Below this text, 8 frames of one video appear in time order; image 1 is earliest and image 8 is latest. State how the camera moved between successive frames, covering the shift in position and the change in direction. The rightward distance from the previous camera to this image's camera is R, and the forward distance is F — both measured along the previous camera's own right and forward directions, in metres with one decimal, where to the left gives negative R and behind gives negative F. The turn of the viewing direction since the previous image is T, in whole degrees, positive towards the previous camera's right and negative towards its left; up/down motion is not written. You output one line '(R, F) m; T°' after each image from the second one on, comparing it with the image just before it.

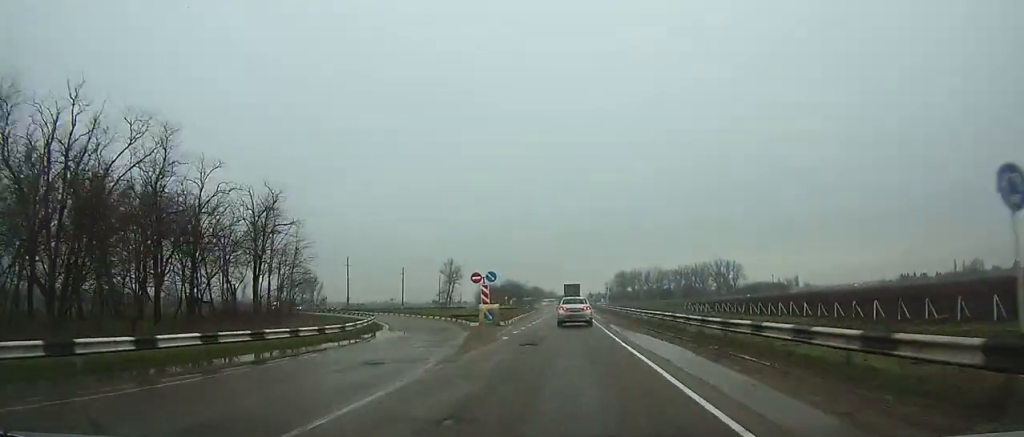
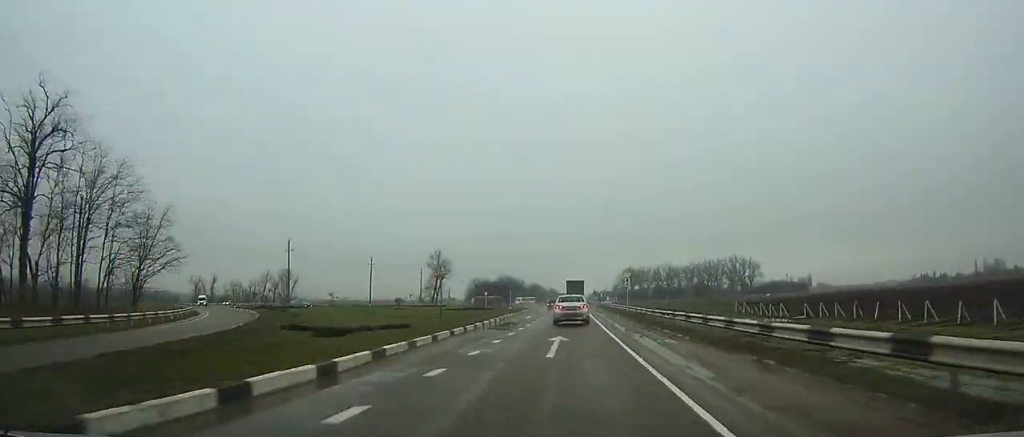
(-0.2, +33.8) m; 0°
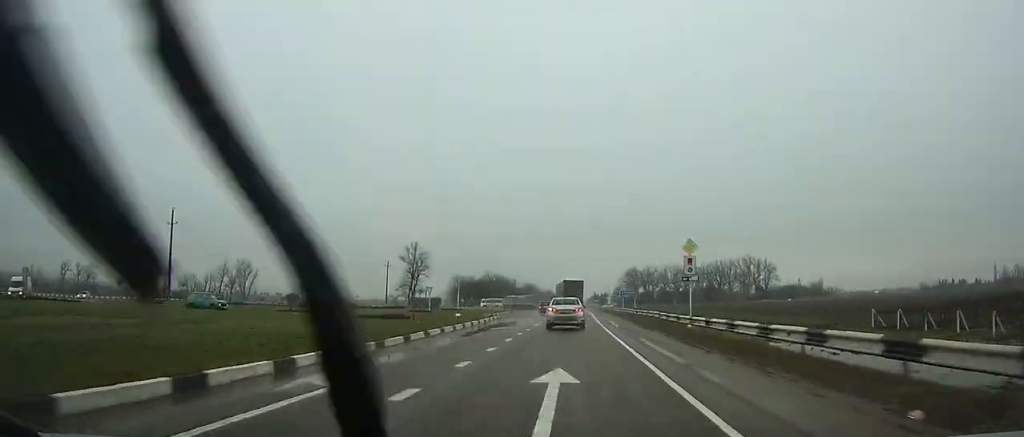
(0.0, +34.7) m; 0°
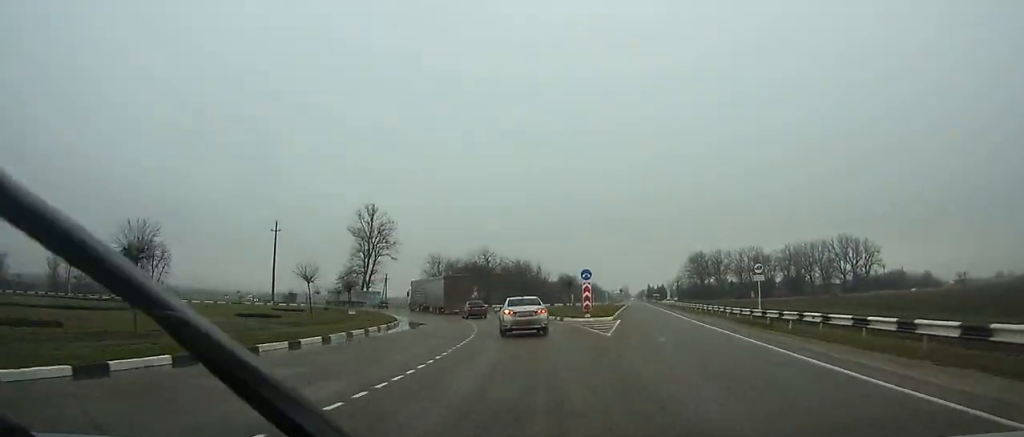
(-2.4, +86.7) m; -8°
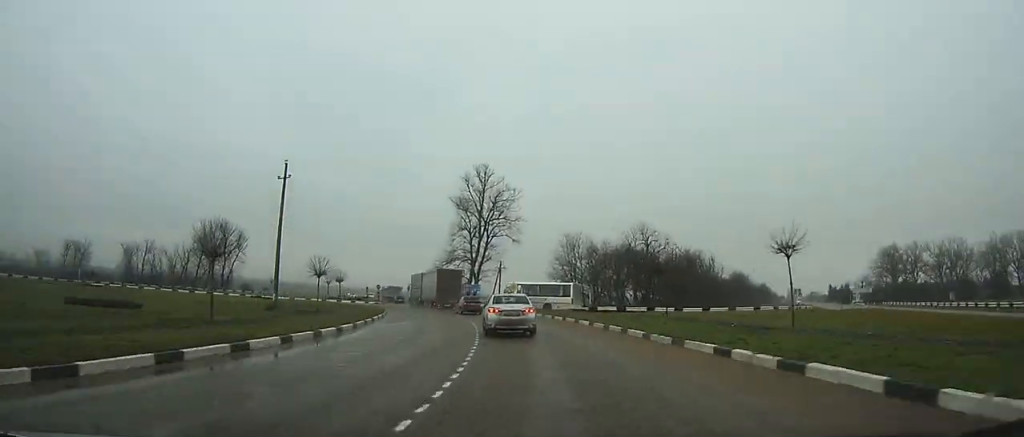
(-5.5, +43.0) m; -16°
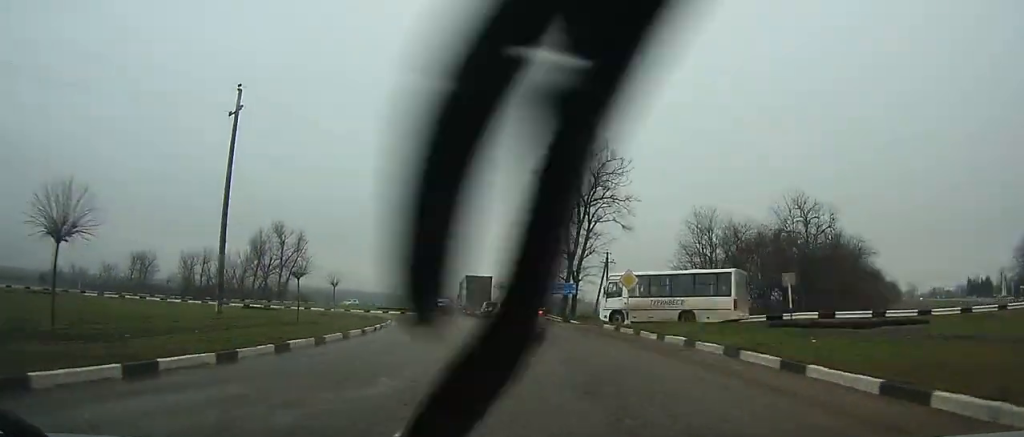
(-2.6, +26.3) m; -10°
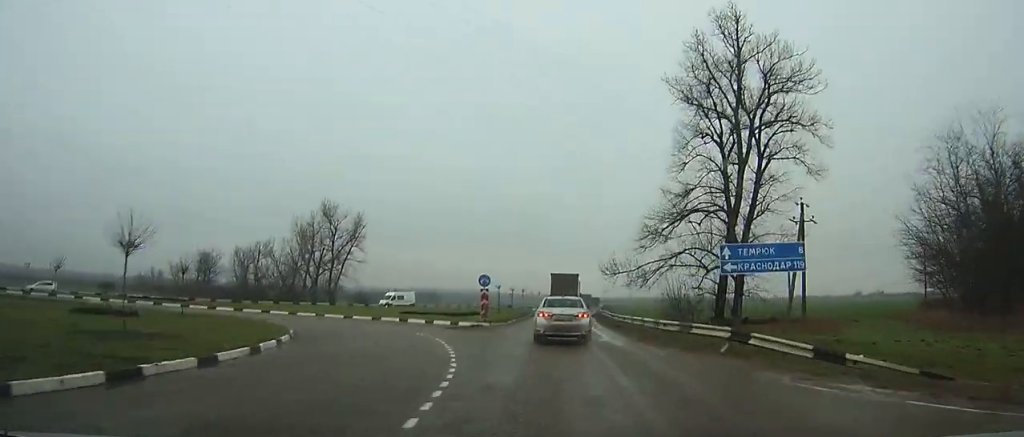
(-2.7, +30.7) m; -6°
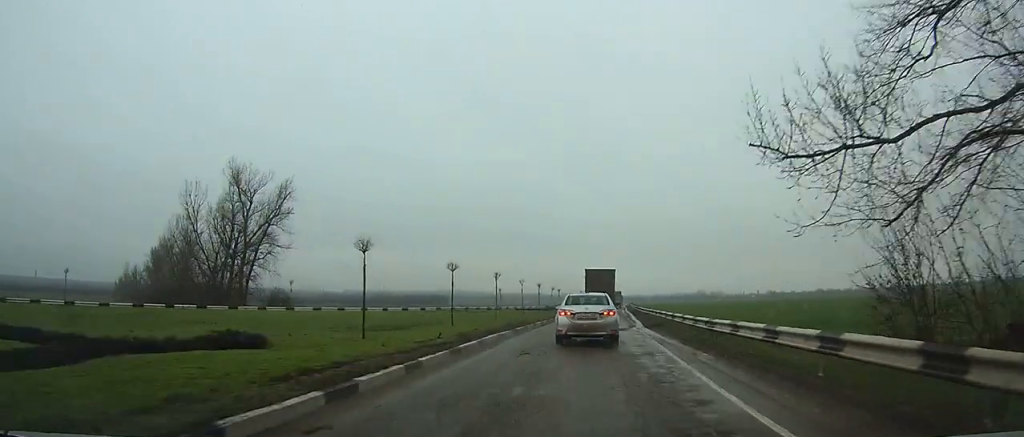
(-1.3, +32.3) m; -1°
